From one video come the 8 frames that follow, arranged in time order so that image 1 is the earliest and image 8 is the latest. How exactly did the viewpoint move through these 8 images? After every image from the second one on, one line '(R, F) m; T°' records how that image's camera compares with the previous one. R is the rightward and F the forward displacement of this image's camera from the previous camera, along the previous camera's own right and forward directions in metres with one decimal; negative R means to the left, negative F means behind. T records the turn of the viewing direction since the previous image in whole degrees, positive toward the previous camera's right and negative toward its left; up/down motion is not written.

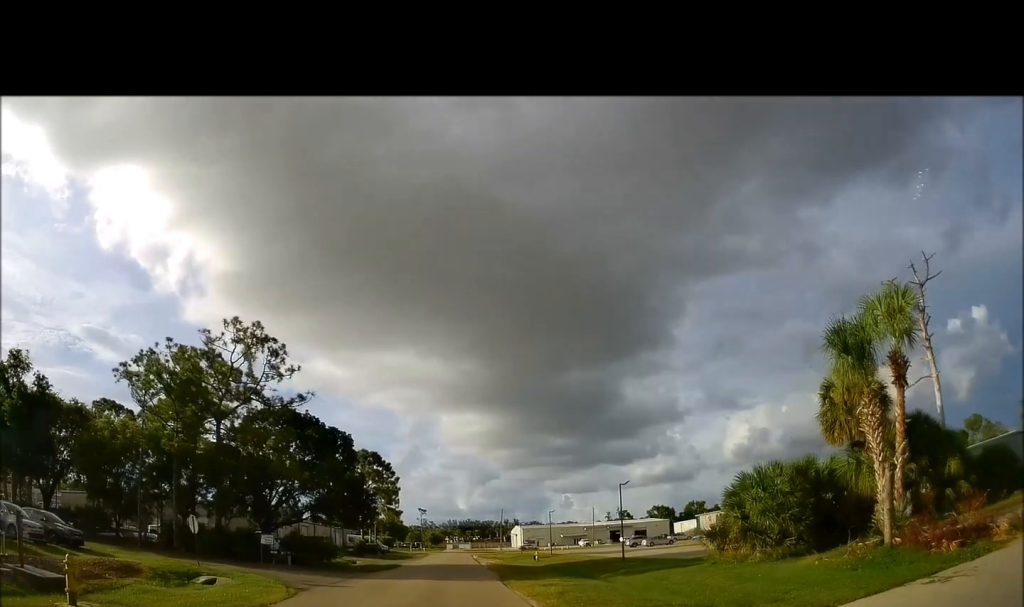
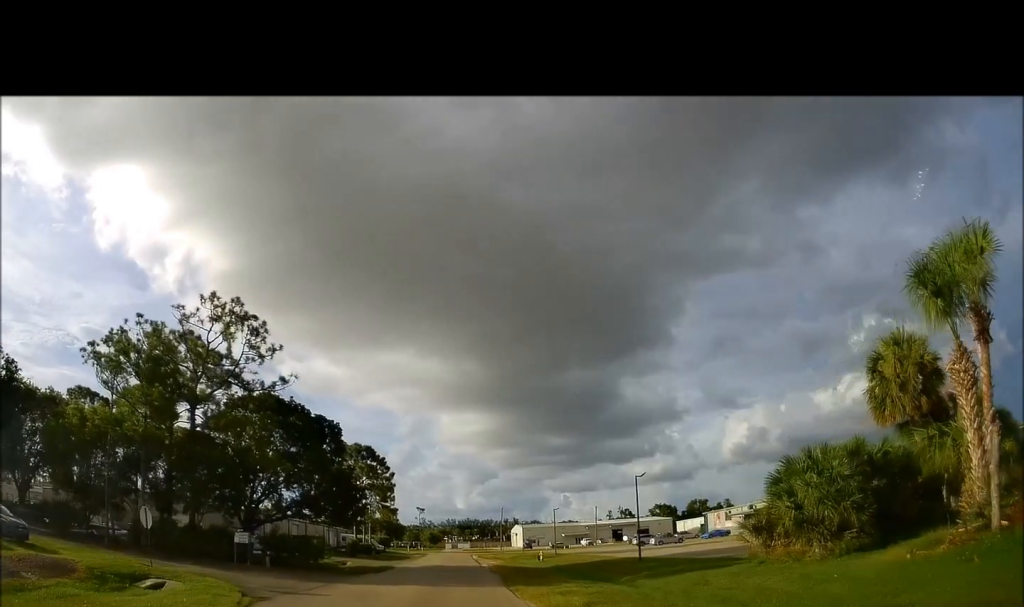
(+0.1, +3.7) m; +2°
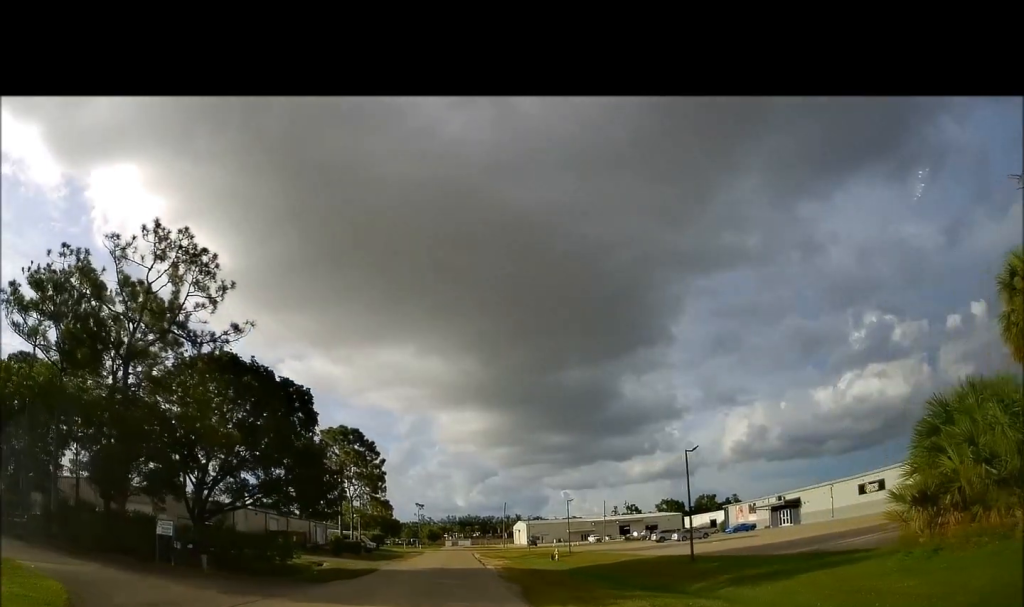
(0.0, +7.8) m; 0°
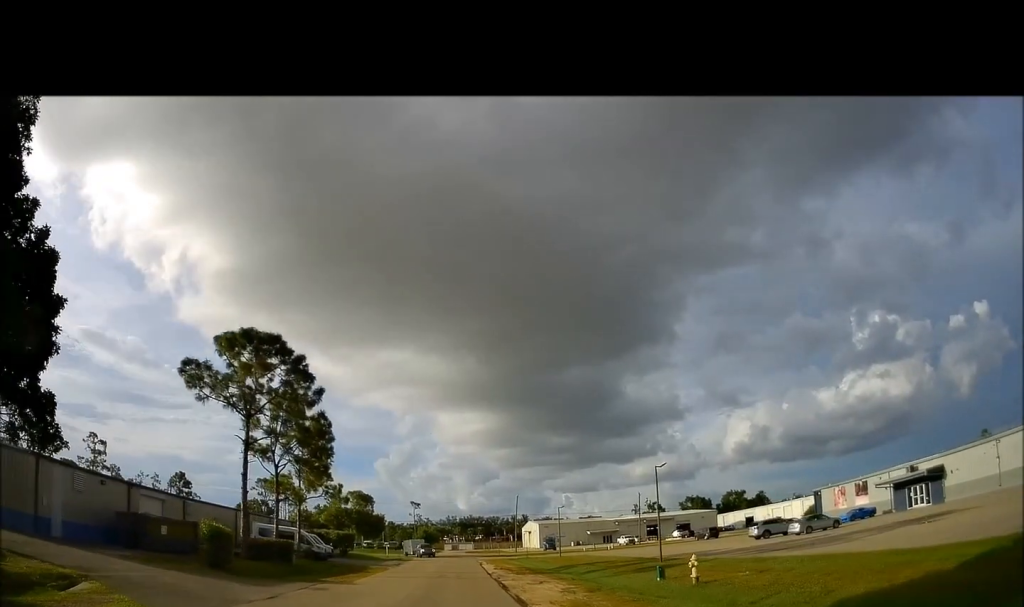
(0.0, +25.9) m; 0°
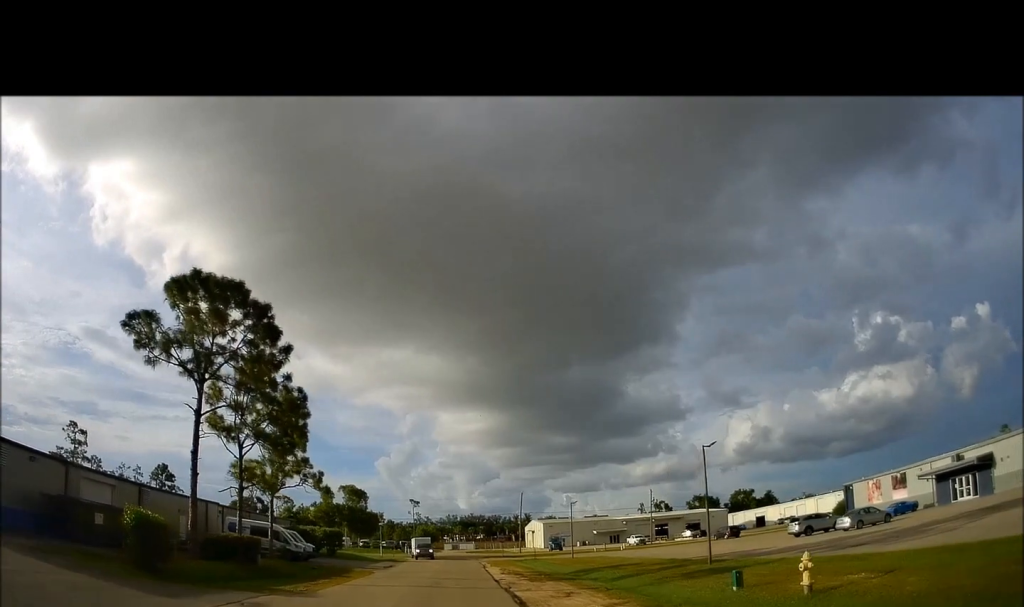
(0.0, +6.3) m; 0°
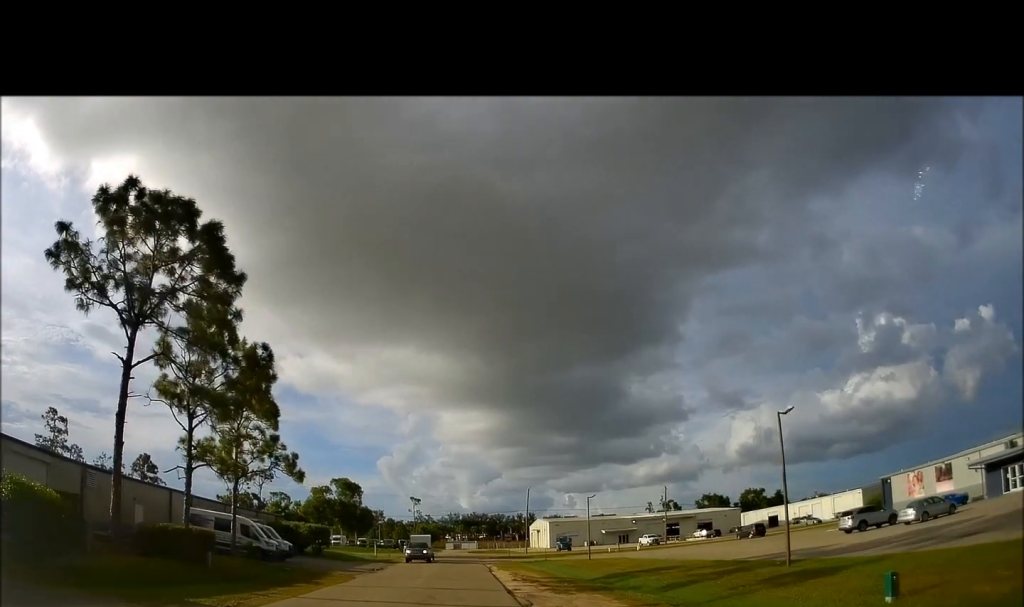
(0.0, +6.5) m; 0°
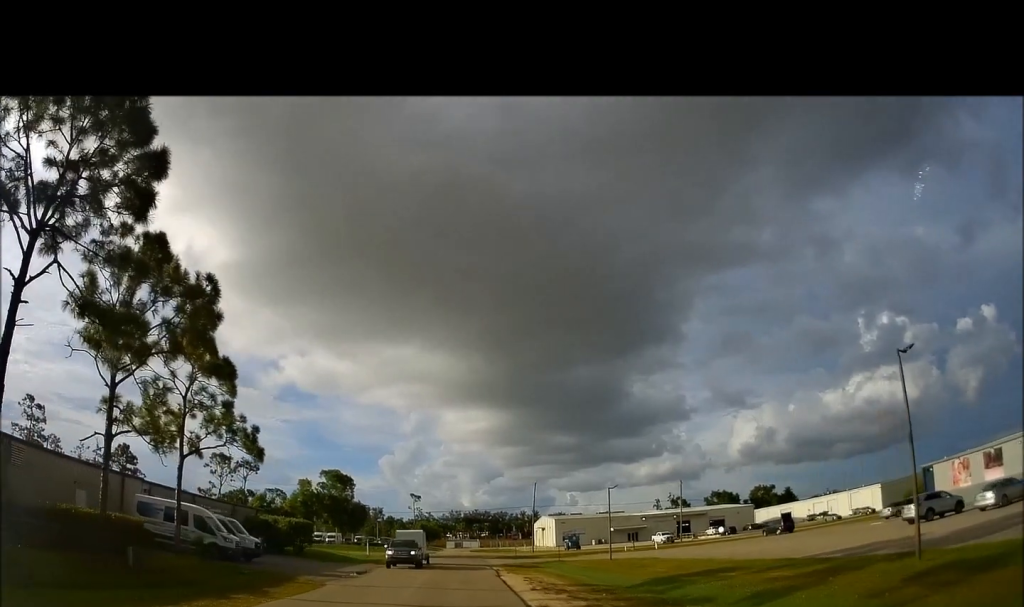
(0.0, +6.6) m; 0°
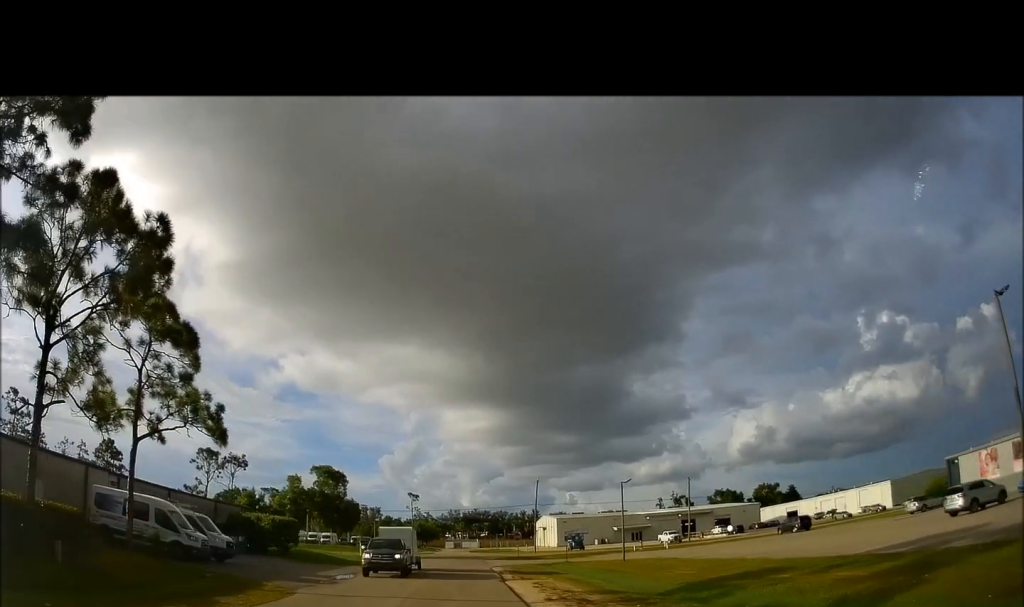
(0.0, +3.7) m; 0°
